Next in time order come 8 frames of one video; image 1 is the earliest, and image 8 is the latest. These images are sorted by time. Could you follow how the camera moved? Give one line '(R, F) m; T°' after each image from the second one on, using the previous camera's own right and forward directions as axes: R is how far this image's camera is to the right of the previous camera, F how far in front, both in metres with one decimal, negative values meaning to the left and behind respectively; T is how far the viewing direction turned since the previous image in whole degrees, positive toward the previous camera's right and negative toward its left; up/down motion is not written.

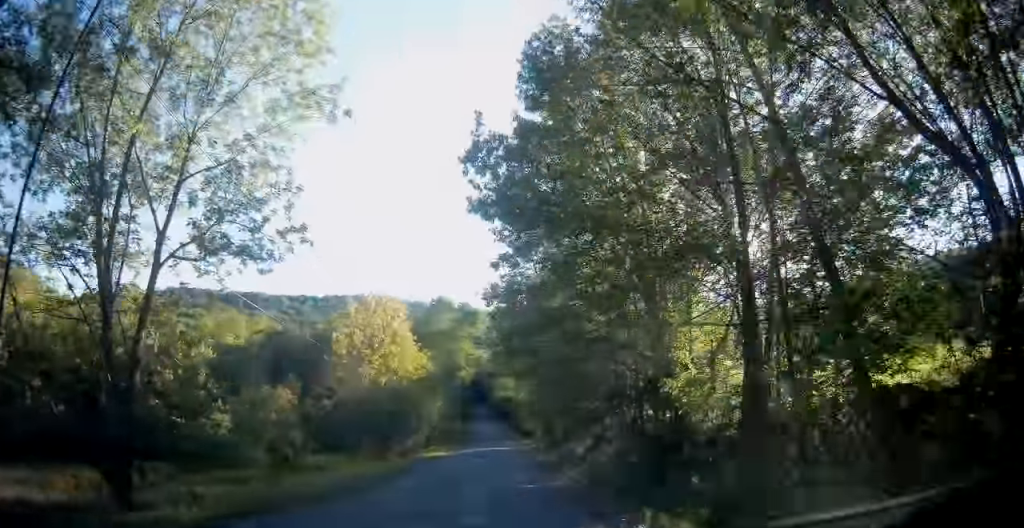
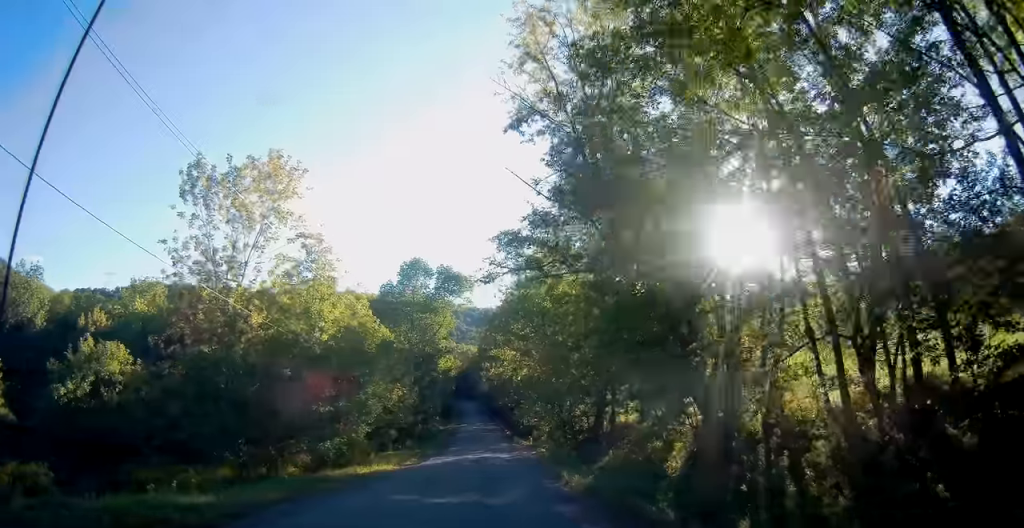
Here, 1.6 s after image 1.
(-0.1, +22.5) m; -2°
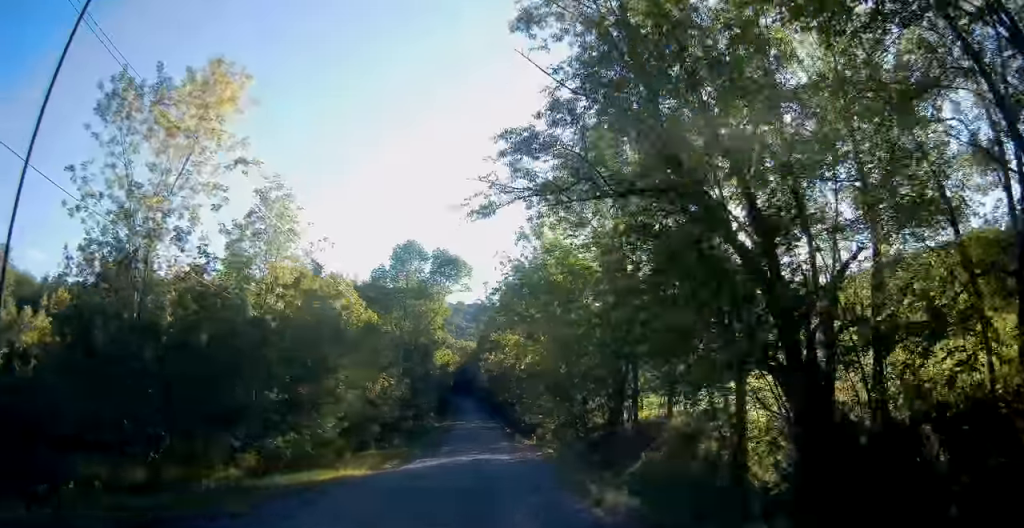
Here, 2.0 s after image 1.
(+0.2, +7.0) m; -2°
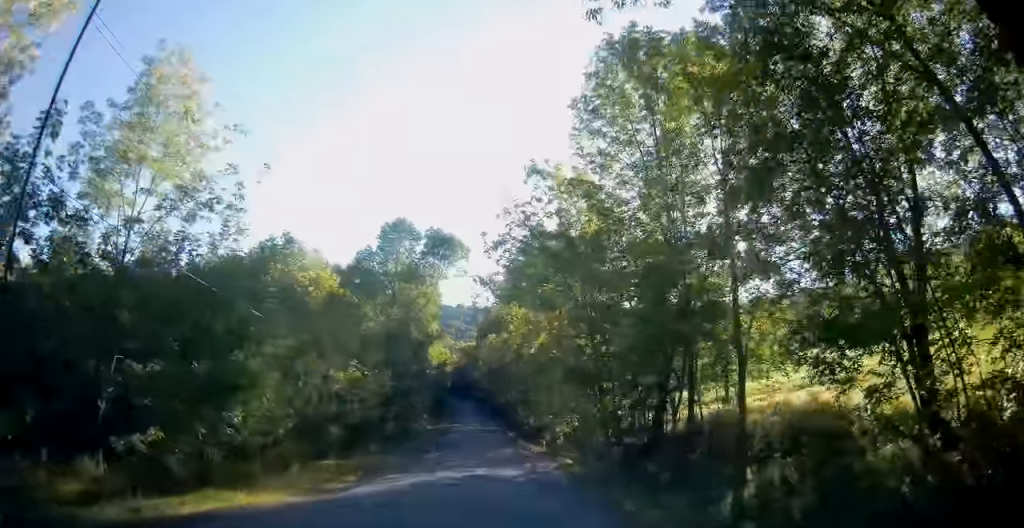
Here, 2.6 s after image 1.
(-0.5, +11.4) m; -3°
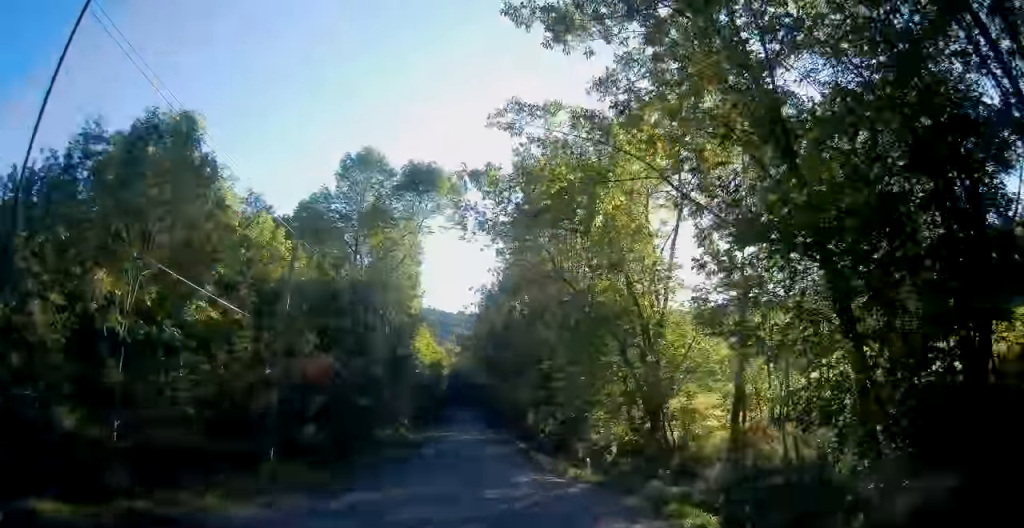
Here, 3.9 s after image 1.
(-0.9, +25.3) m; -2°
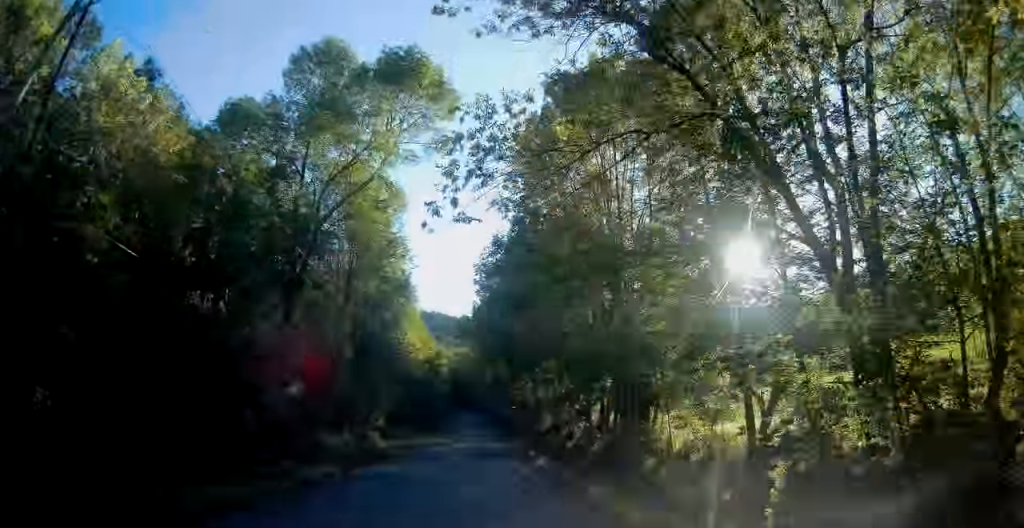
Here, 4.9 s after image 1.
(0.0, +23.0) m; 0°
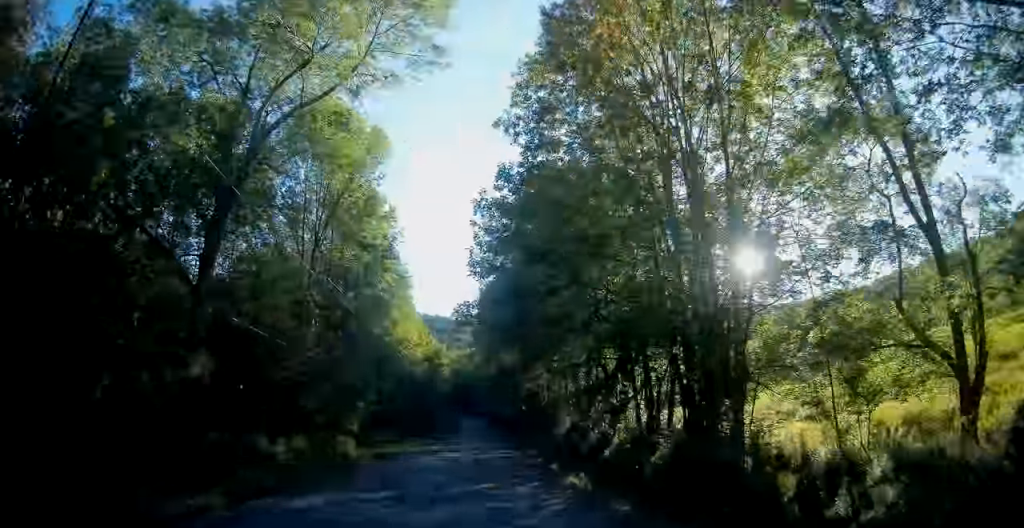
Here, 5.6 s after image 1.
(0.0, +14.9) m; 0°
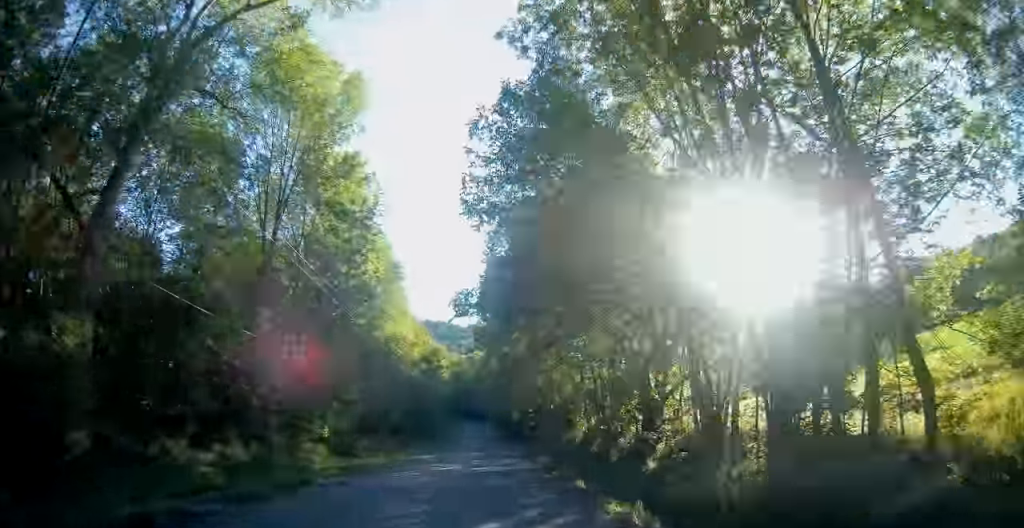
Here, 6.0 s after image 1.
(0.0, +10.4) m; 0°
